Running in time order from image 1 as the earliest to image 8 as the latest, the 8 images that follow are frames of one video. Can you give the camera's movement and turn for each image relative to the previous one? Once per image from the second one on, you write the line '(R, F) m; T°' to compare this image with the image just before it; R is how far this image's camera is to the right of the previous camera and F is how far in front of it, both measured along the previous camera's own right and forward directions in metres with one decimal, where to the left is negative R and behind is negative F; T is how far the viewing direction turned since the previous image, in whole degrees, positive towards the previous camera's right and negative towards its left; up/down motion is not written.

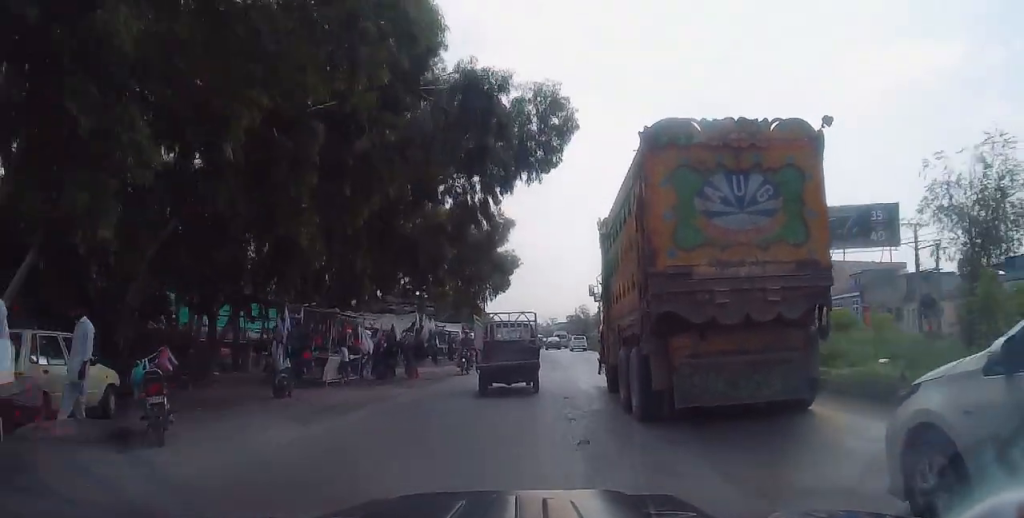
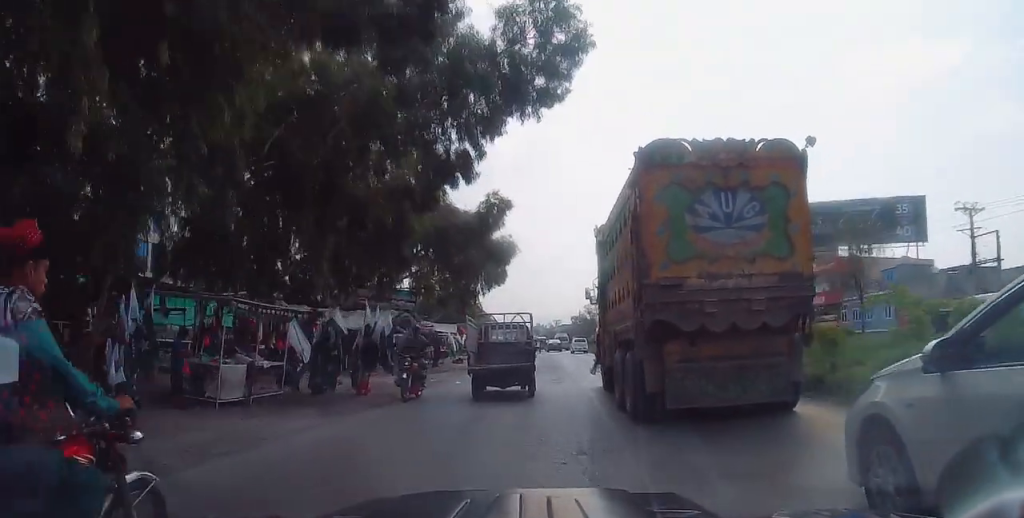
(0.0, +6.3) m; +3°
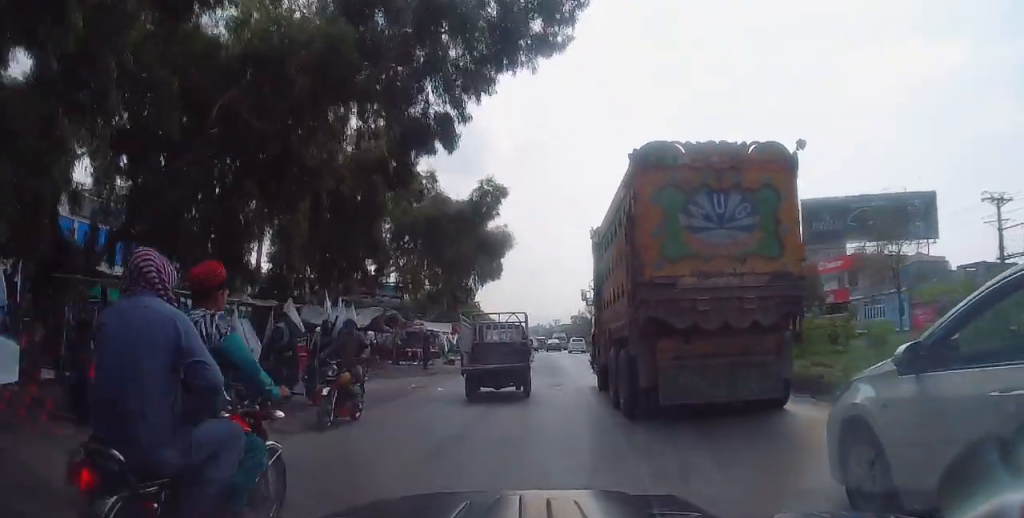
(-0.1, +2.8) m; +1°
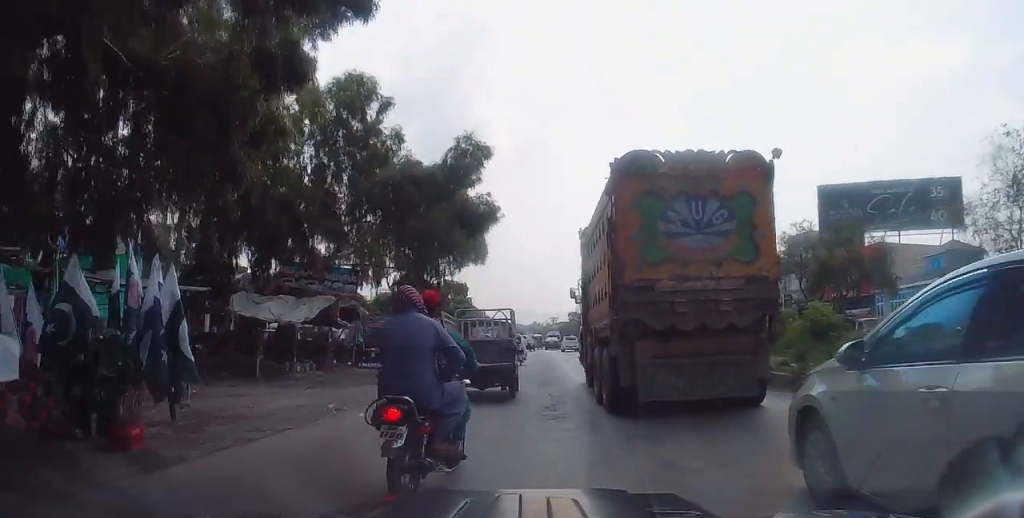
(+0.4, +6.4) m; 0°
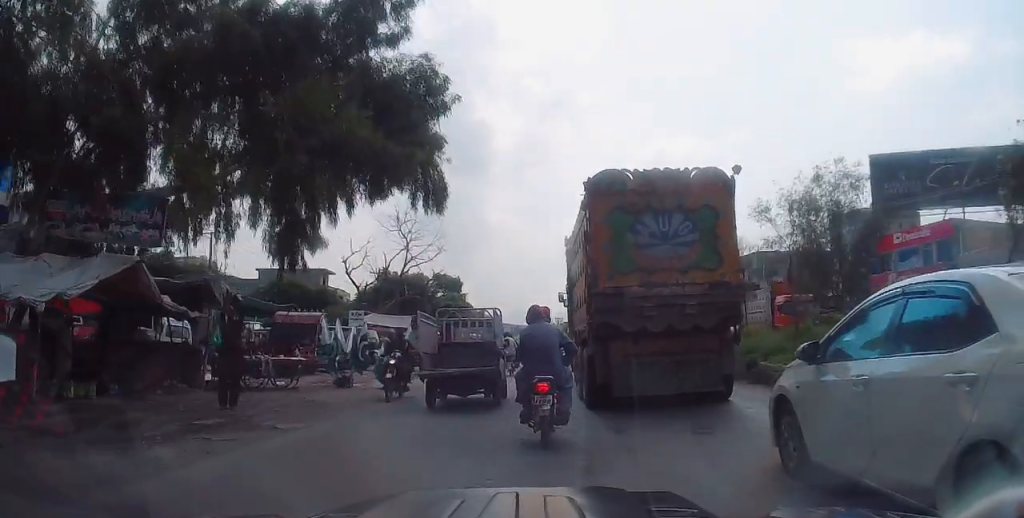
(-1.3, +12.6) m; -5°
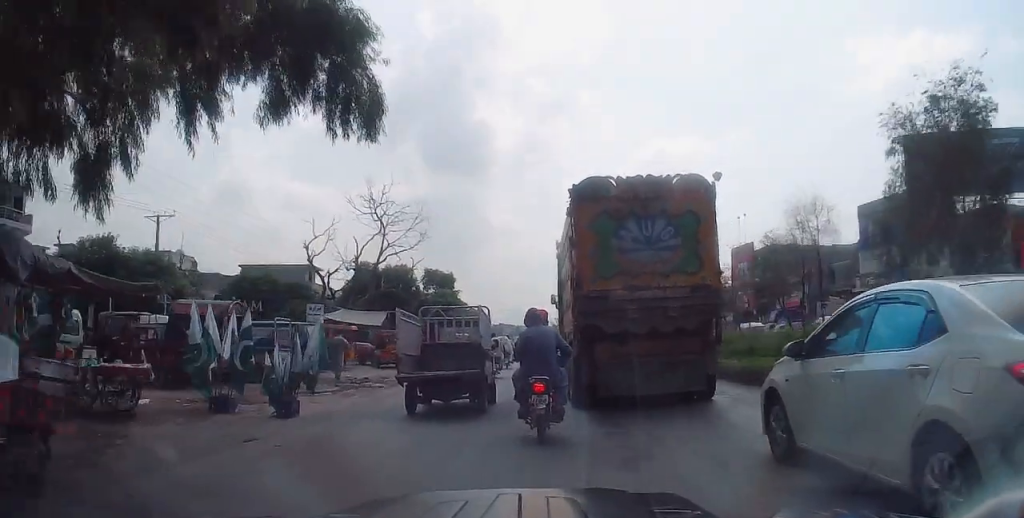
(+0.2, +7.1) m; +1°
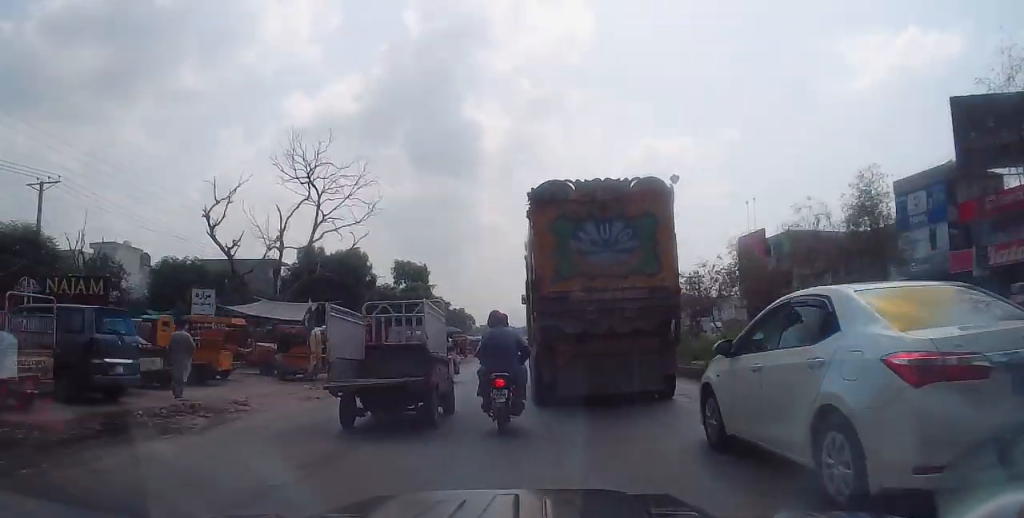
(-0.2, +10.1) m; -1°
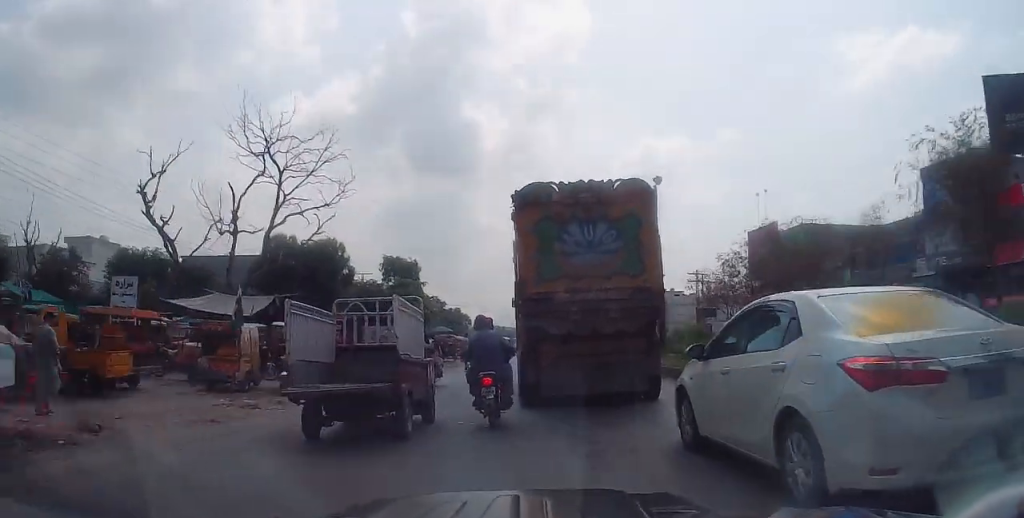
(0.0, +4.8) m; +3°
